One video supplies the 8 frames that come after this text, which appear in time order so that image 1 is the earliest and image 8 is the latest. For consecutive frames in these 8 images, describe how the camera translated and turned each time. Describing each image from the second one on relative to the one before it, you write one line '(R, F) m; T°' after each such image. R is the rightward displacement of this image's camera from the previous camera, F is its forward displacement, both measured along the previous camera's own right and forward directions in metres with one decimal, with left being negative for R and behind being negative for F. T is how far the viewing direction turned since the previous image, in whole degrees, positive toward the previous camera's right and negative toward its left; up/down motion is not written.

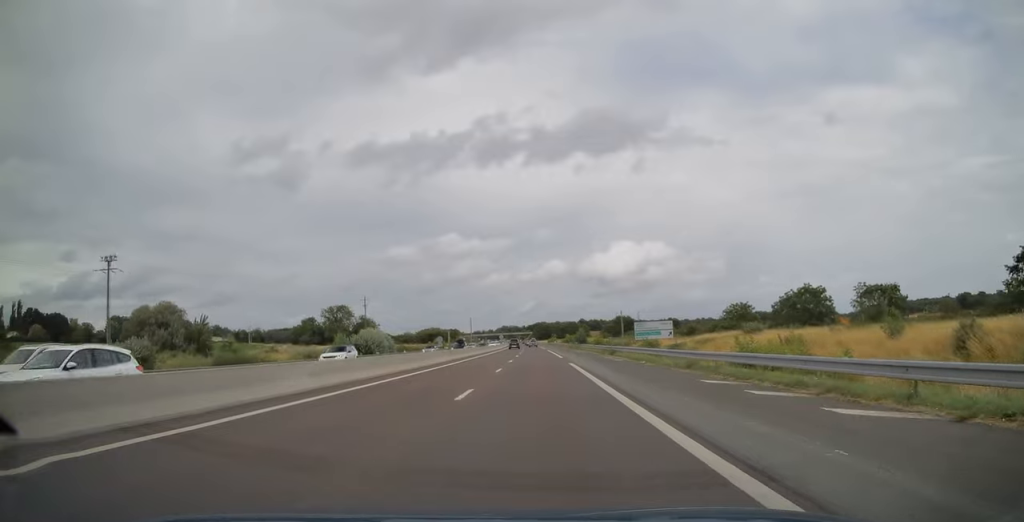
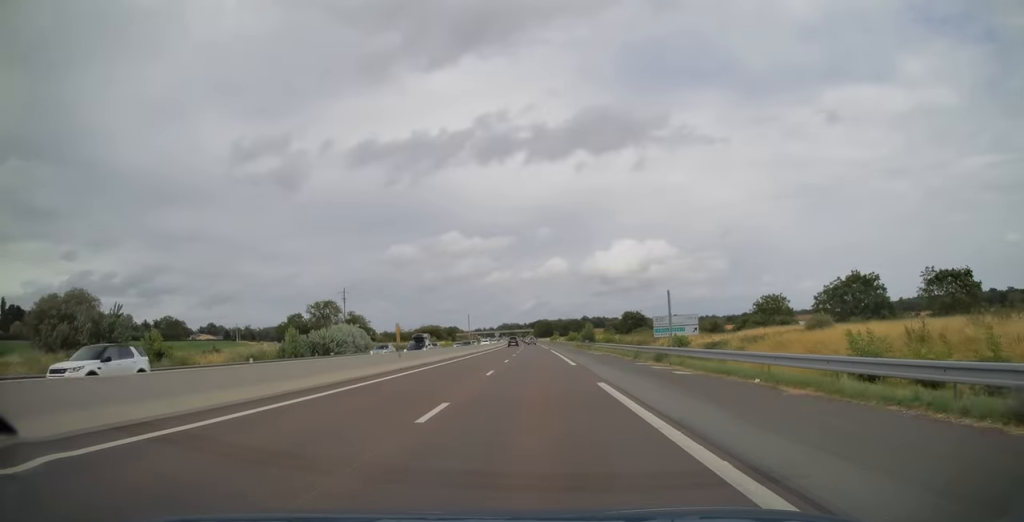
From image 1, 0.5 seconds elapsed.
(-0.2, +17.2) m; 0°
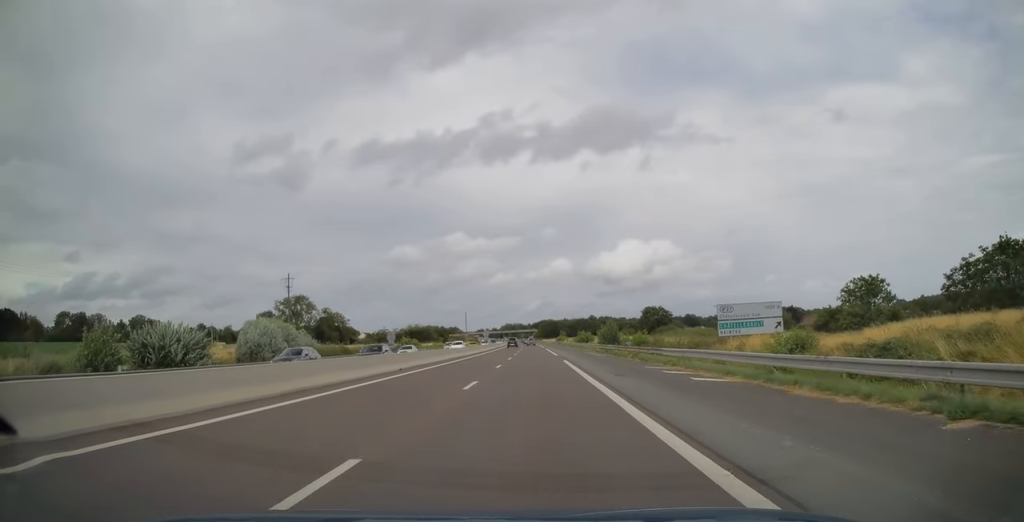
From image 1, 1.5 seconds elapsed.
(-0.2, +32.2) m; -1°
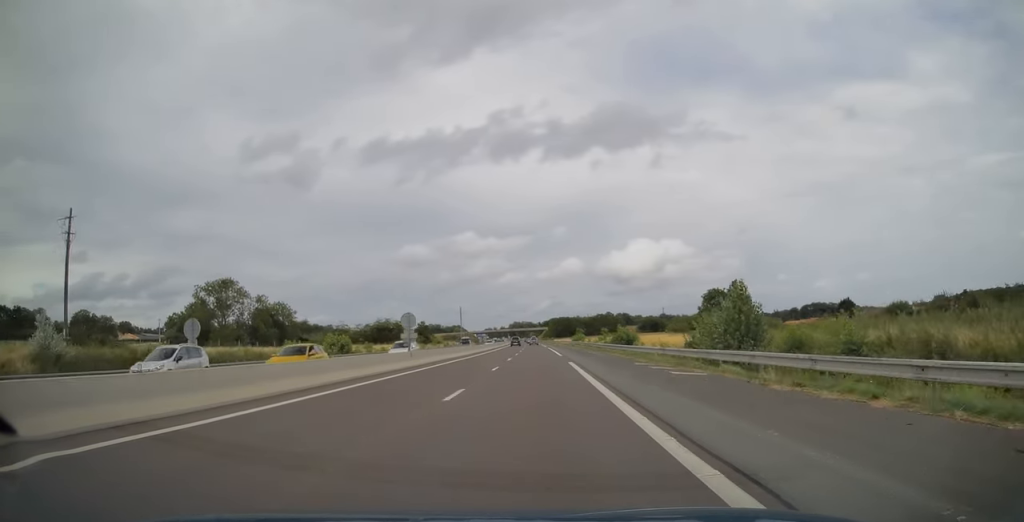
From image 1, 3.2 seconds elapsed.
(-0.5, +55.3) m; -1°
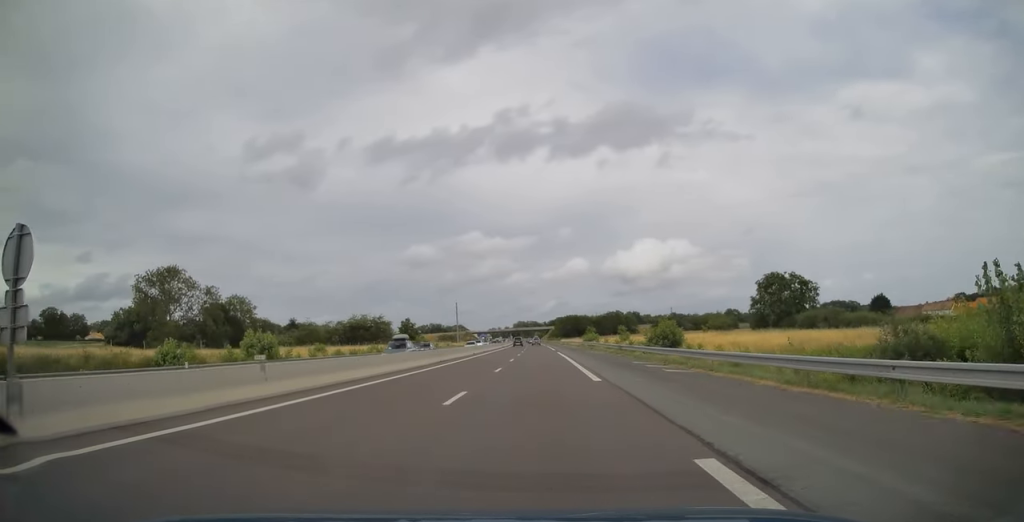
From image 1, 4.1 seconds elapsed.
(+0.2, +26.8) m; 0°
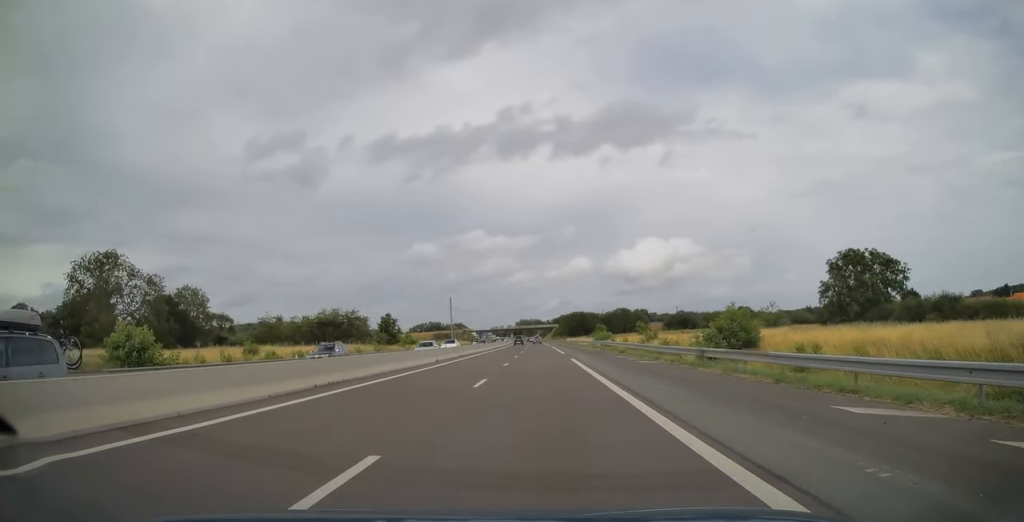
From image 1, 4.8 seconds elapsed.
(-0.3, +22.0) m; -1°
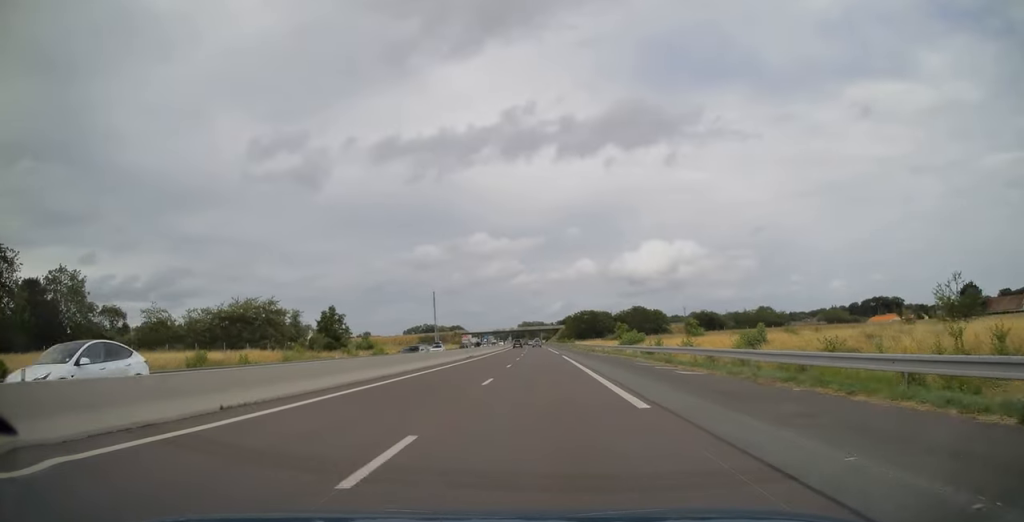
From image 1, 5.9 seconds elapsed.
(-0.1, +37.6) m; 0°
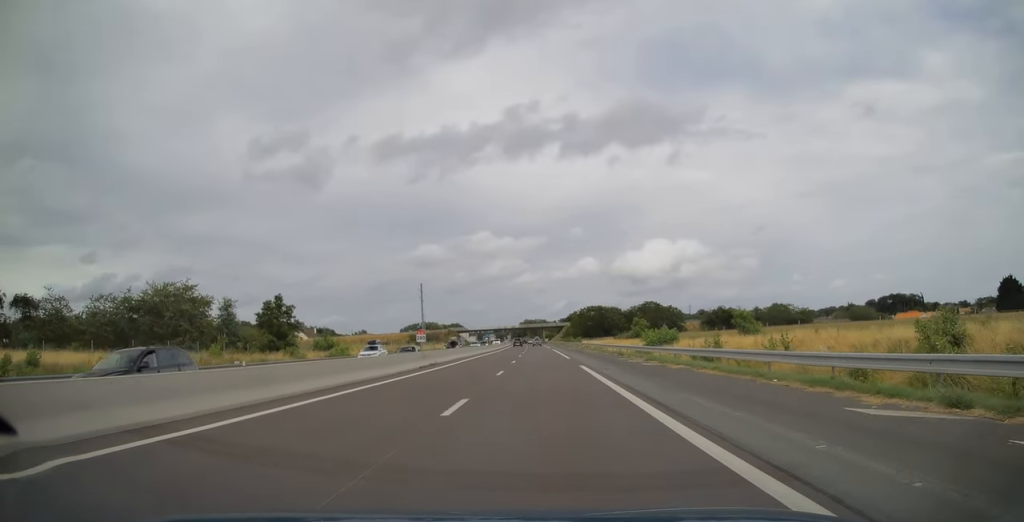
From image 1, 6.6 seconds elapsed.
(0.0, +20.9) m; 0°
